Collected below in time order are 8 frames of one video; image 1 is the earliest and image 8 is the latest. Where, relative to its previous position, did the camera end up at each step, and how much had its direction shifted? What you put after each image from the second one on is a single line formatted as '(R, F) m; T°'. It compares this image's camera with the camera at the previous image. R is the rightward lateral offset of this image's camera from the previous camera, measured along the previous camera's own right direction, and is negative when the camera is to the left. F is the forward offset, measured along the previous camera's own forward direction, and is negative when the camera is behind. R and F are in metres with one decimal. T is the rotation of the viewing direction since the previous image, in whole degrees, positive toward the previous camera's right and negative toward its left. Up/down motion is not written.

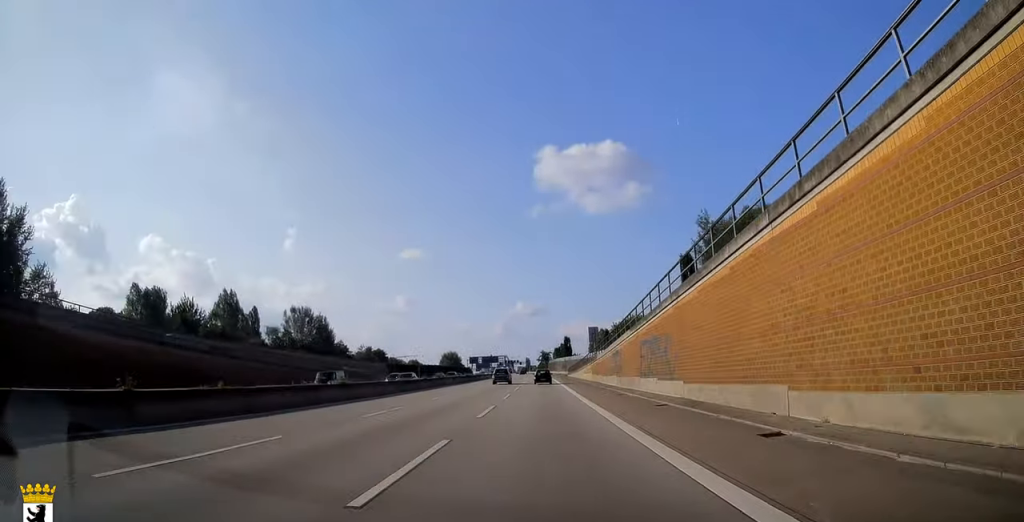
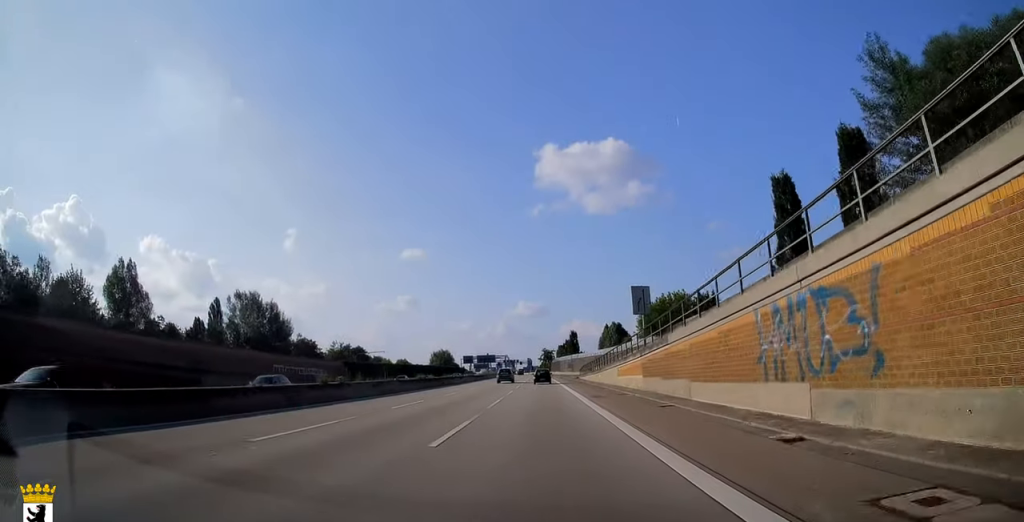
(-0.1, +29.5) m; 0°
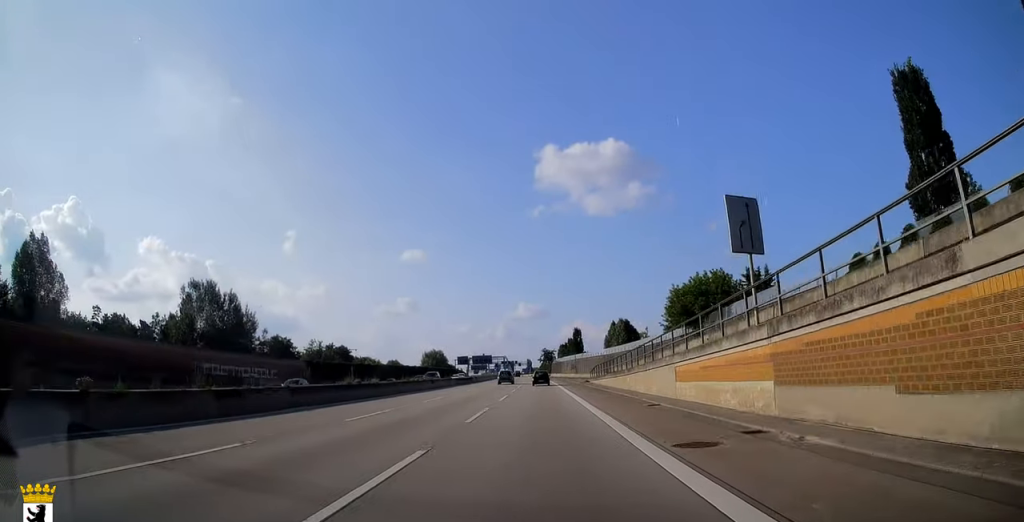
(0.0, +17.6) m; 0°
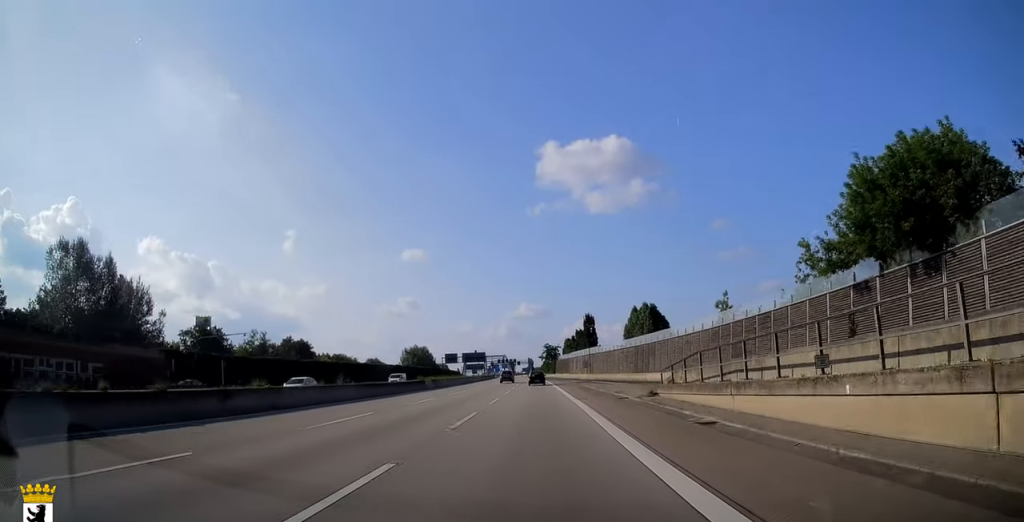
(-0.1, +37.3) m; 0°
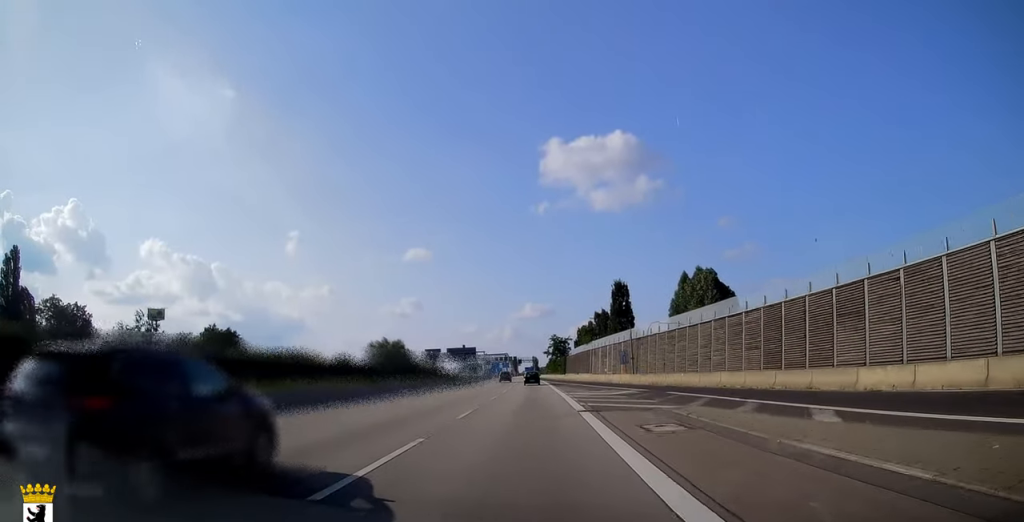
(-0.2, +44.6) m; -1°
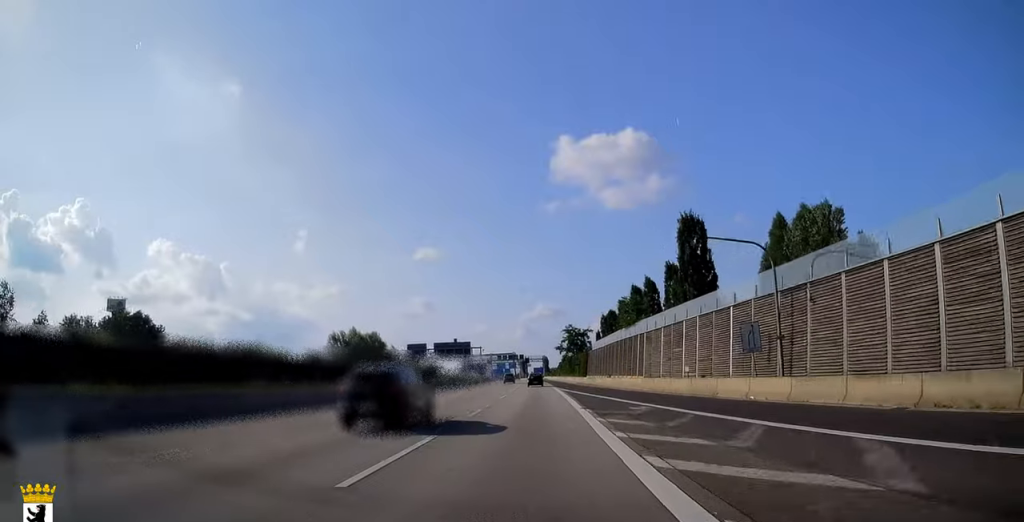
(-0.3, +35.5) m; -1°
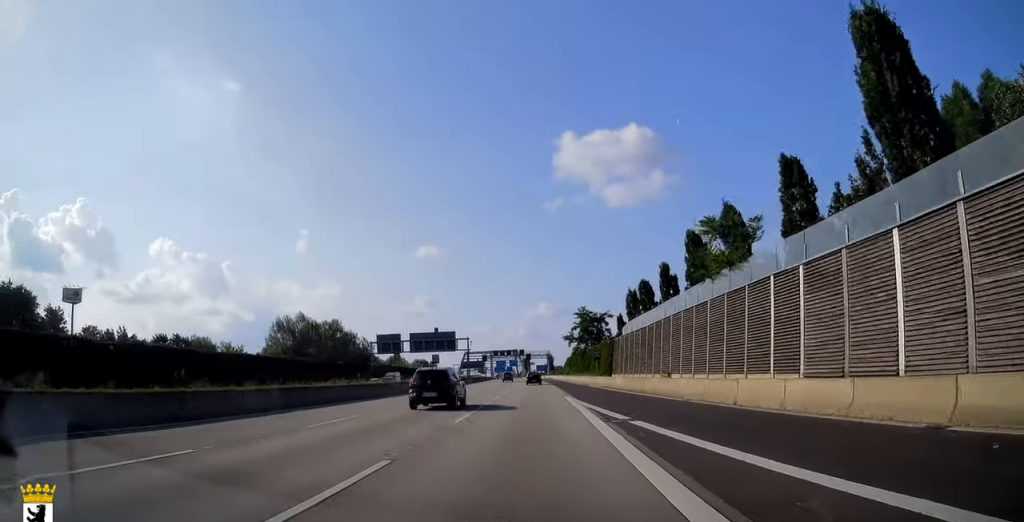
(-0.2, +28.3) m; -1°
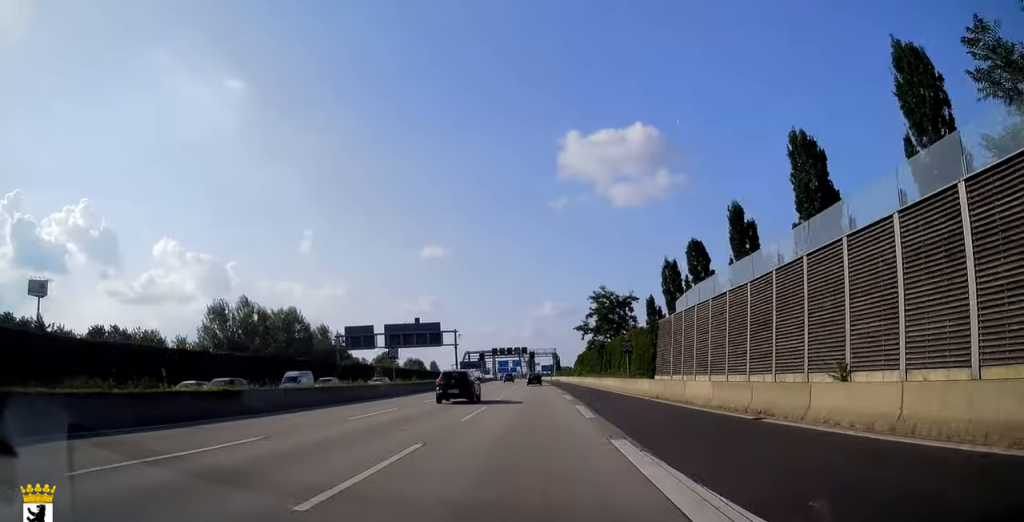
(-0.1, +20.9) m; 0°
